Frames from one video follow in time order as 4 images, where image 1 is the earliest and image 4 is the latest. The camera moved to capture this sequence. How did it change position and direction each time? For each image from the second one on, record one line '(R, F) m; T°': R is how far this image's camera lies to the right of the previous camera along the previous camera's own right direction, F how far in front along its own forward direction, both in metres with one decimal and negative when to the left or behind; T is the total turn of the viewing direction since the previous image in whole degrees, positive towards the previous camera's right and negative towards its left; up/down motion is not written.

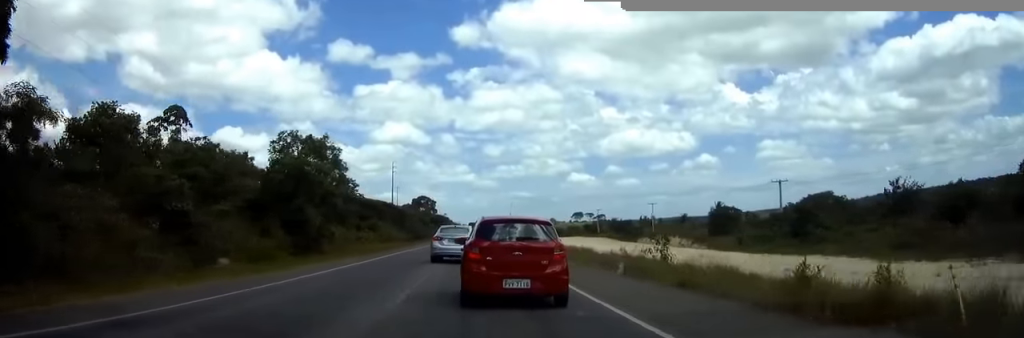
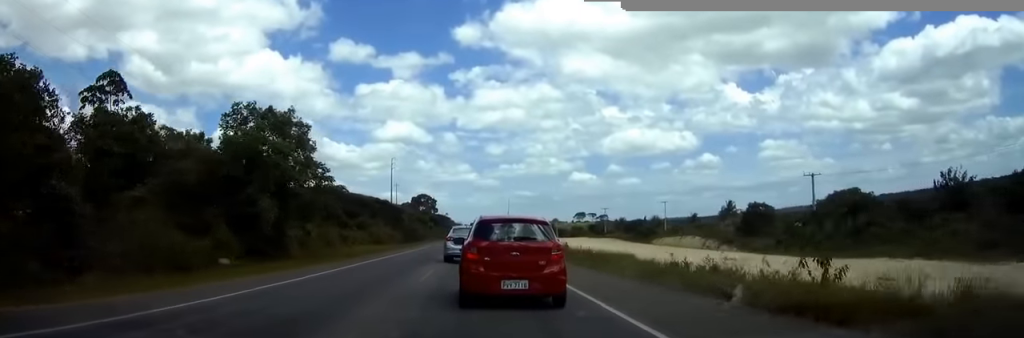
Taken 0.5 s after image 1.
(-0.1, +9.4) m; 0°
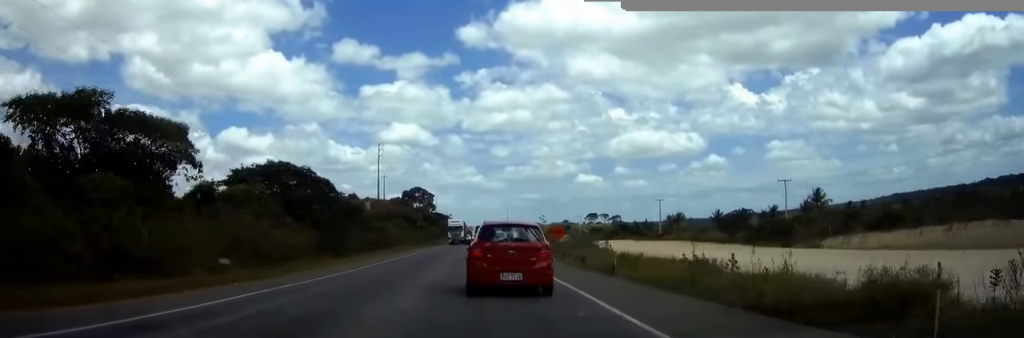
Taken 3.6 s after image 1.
(-0.3, +60.2) m; 0°
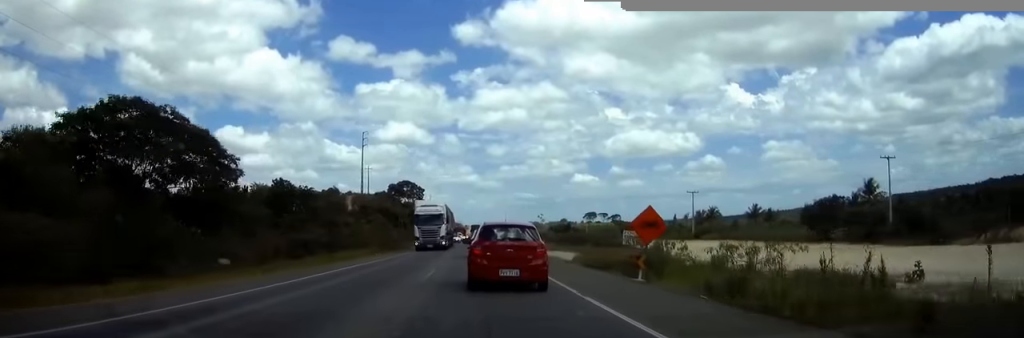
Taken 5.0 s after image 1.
(+0.1, +28.2) m; 0°
